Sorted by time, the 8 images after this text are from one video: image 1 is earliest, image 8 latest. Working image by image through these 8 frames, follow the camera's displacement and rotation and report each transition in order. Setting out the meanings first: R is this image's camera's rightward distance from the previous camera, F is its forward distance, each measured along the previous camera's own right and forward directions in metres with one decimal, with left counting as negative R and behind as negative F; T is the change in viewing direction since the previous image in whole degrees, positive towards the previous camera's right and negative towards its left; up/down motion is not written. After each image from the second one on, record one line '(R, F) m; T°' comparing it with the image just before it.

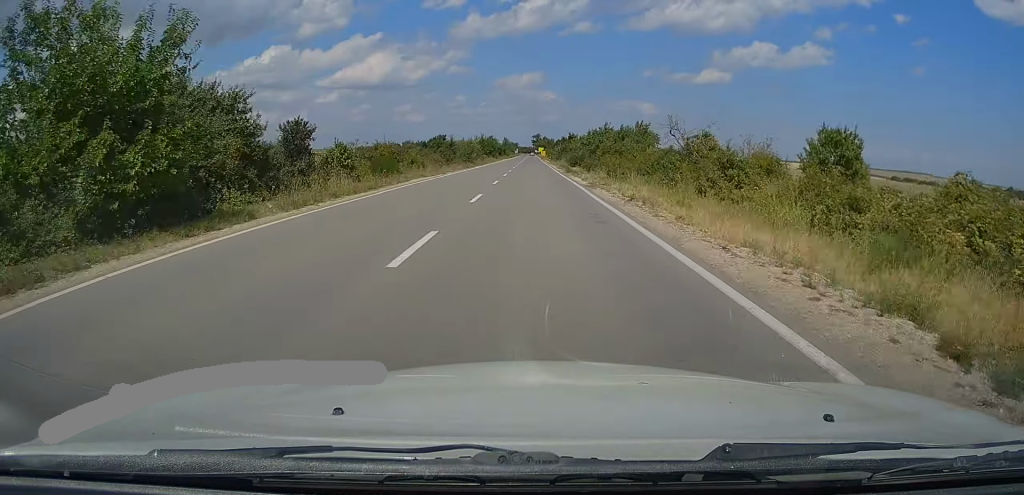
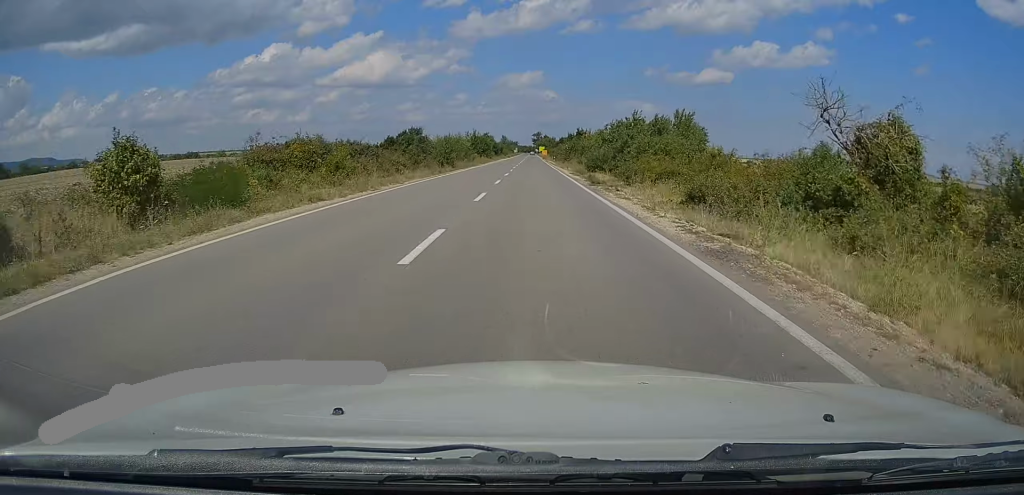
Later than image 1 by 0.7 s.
(0.0, +18.0) m; 0°
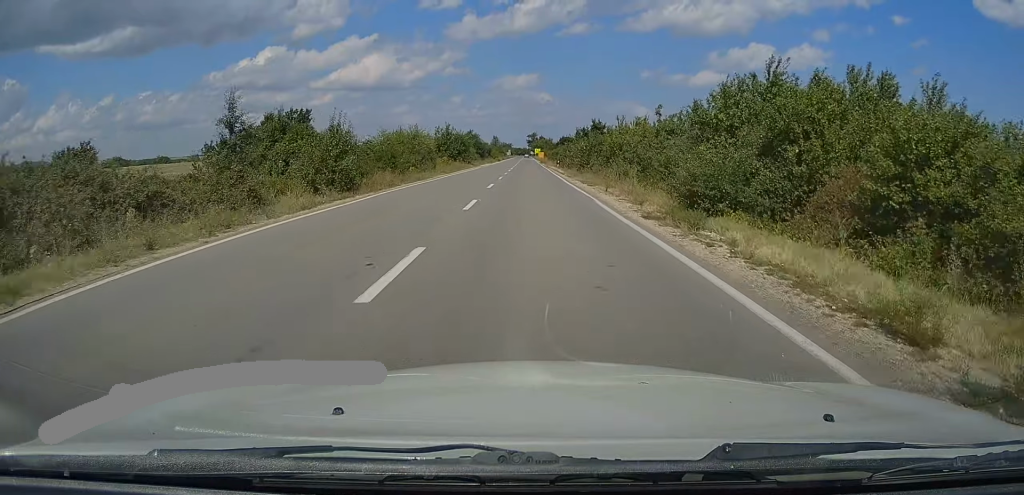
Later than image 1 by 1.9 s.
(0.0, +28.8) m; 0°
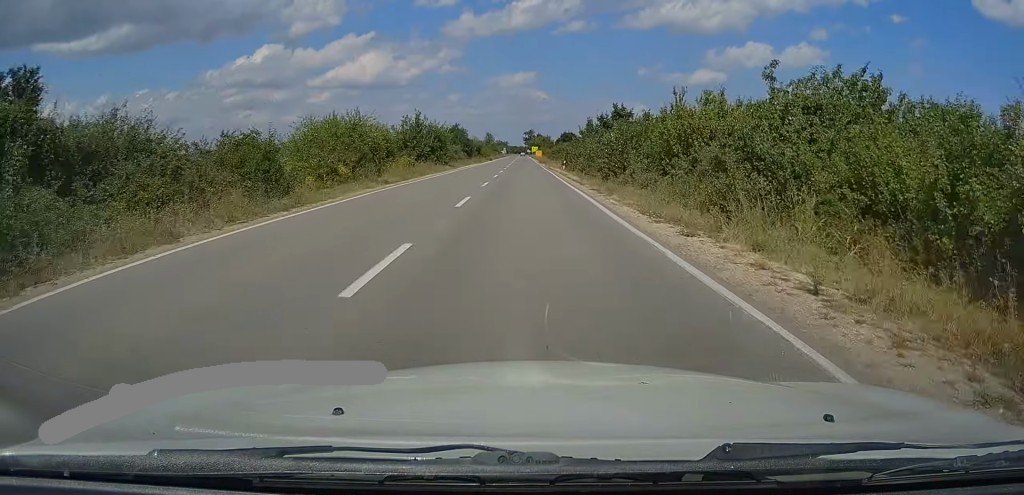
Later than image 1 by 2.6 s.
(0.0, +18.1) m; 0°
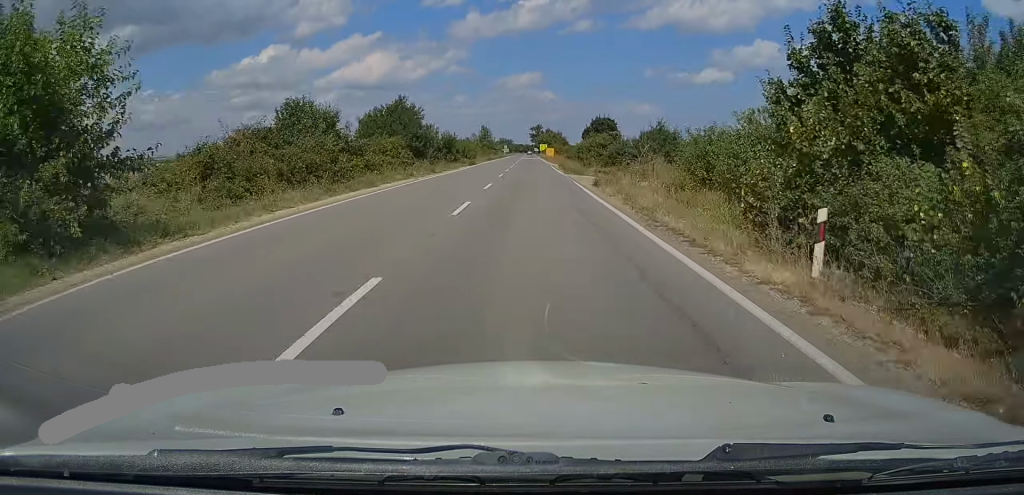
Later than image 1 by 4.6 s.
(+0.2, +47.9) m; 0°
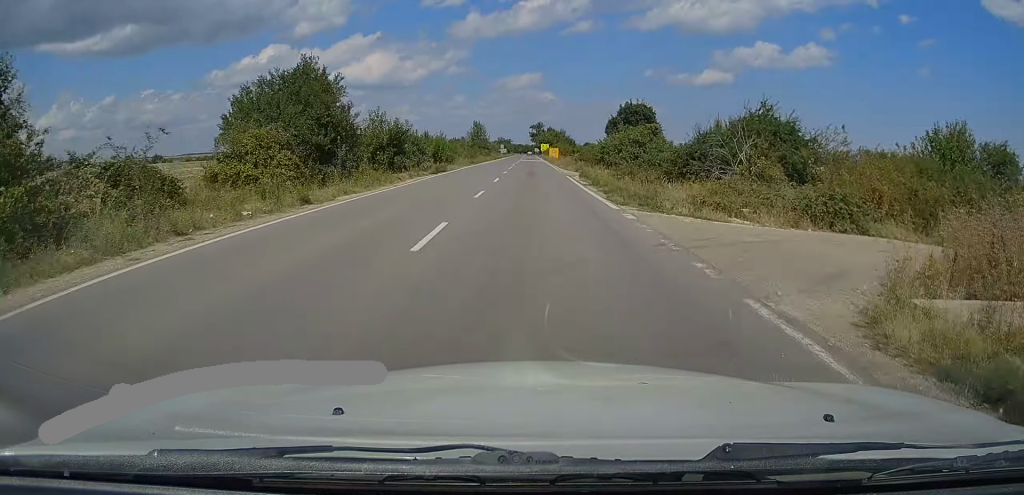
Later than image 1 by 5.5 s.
(-0.3, +23.1) m; 0°
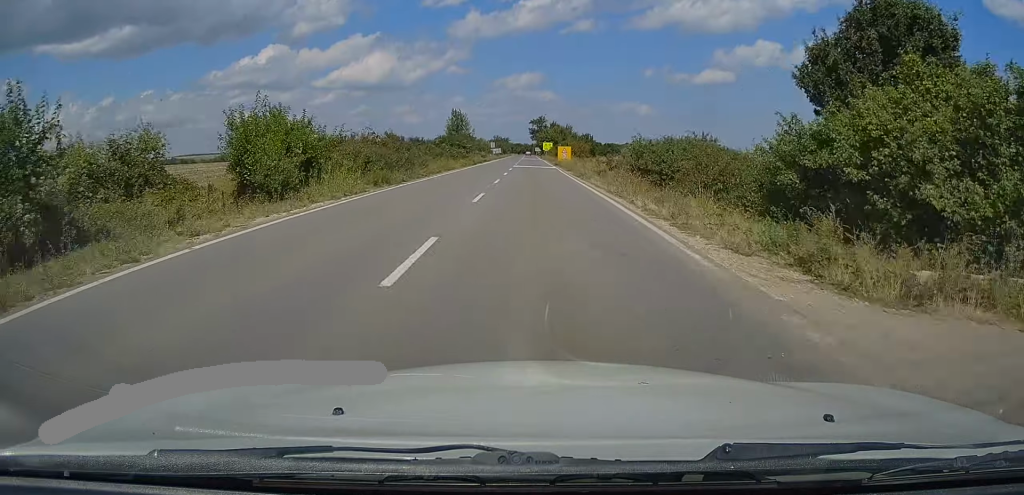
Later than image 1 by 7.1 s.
(+0.1, +39.1) m; 0°
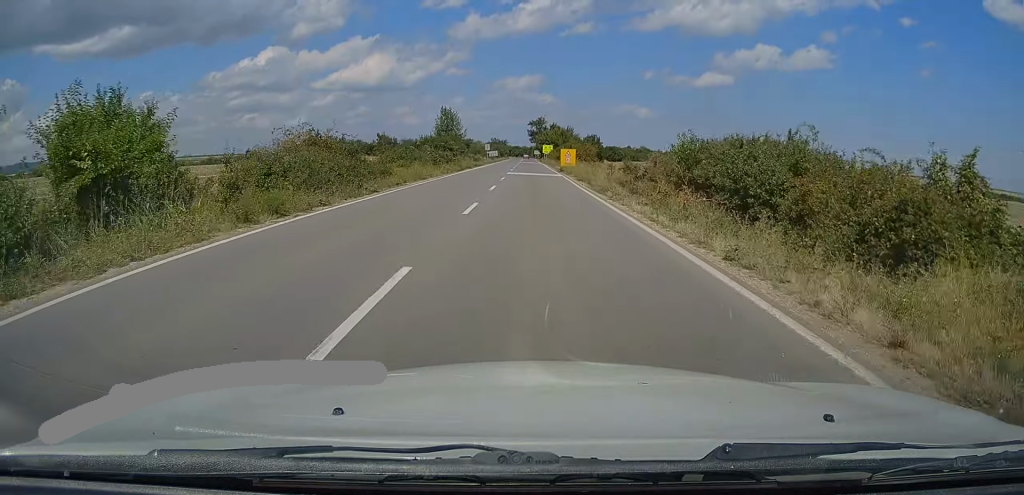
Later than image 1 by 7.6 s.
(0.0, +11.3) m; 0°
